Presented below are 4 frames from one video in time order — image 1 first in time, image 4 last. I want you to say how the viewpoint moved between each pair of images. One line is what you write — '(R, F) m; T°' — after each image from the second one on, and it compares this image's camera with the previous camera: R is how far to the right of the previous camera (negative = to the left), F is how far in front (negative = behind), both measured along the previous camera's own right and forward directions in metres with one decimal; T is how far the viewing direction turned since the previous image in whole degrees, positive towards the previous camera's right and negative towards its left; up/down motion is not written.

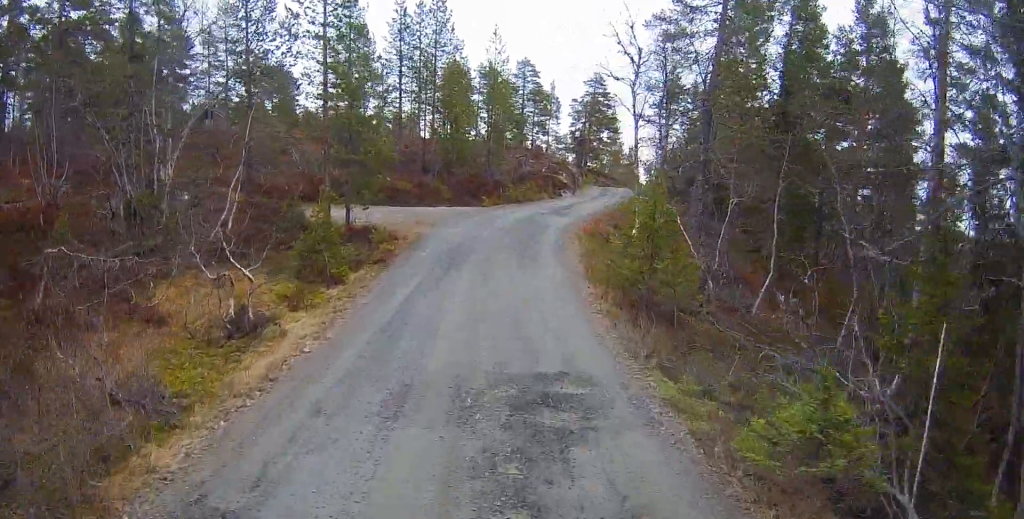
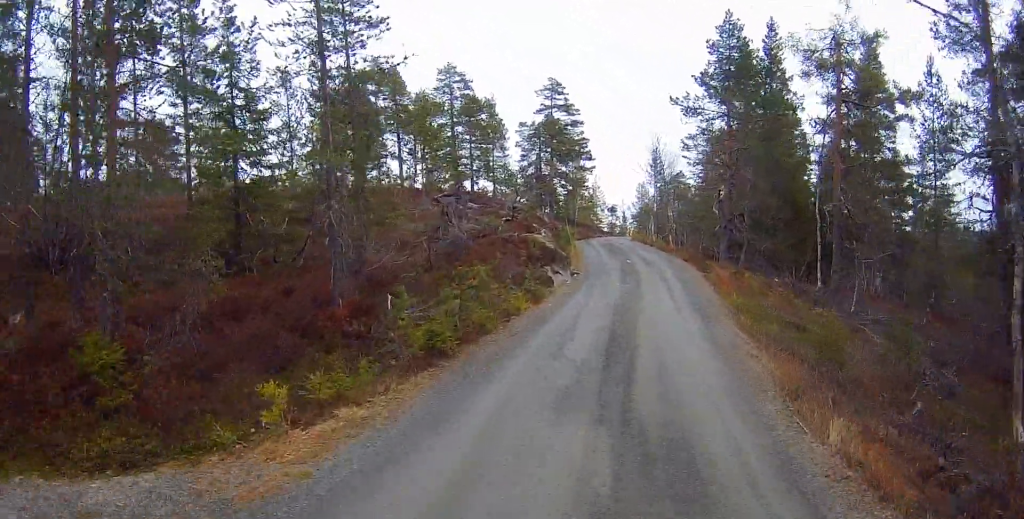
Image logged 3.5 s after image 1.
(+0.9, +23.9) m; +10°
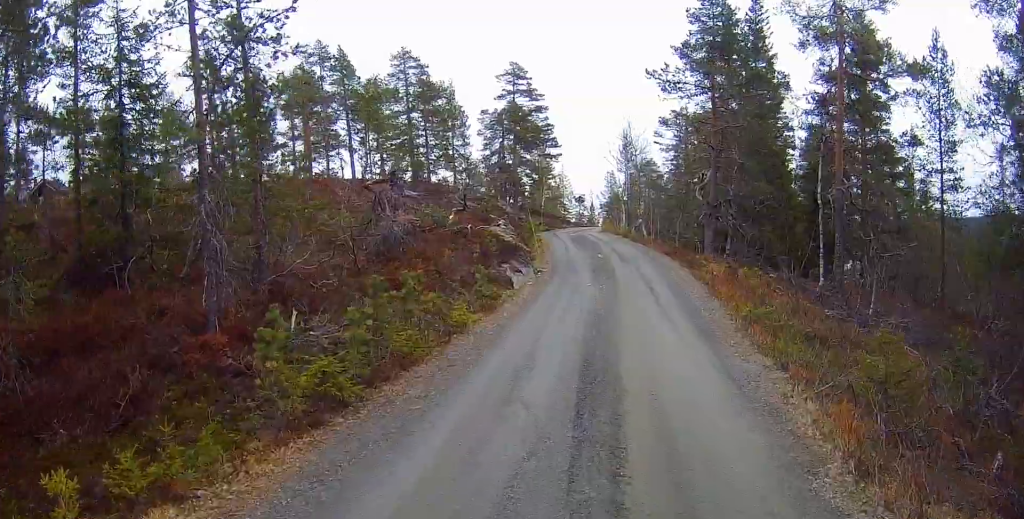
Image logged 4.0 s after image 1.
(+0.1, +2.8) m; +3°
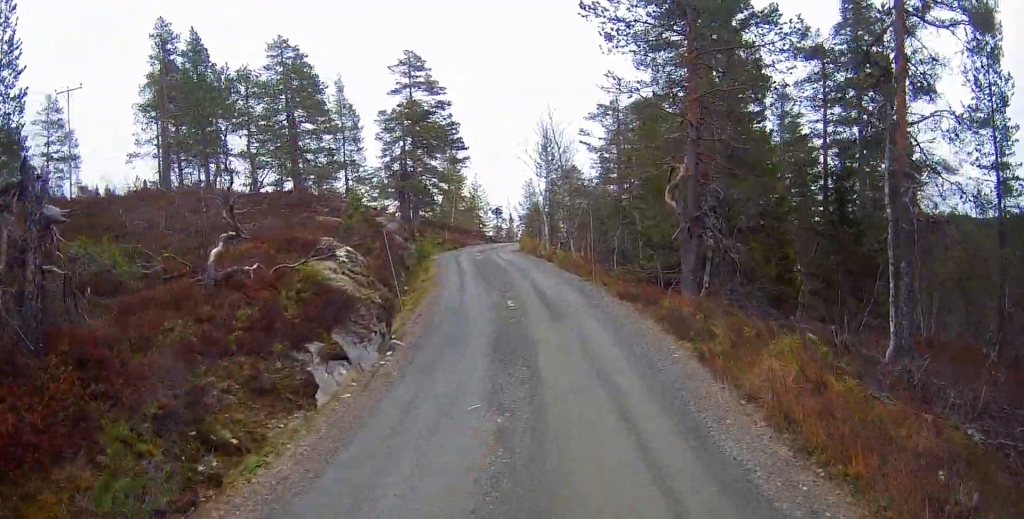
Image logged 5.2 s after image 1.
(+0.7, +8.1) m; +6°
